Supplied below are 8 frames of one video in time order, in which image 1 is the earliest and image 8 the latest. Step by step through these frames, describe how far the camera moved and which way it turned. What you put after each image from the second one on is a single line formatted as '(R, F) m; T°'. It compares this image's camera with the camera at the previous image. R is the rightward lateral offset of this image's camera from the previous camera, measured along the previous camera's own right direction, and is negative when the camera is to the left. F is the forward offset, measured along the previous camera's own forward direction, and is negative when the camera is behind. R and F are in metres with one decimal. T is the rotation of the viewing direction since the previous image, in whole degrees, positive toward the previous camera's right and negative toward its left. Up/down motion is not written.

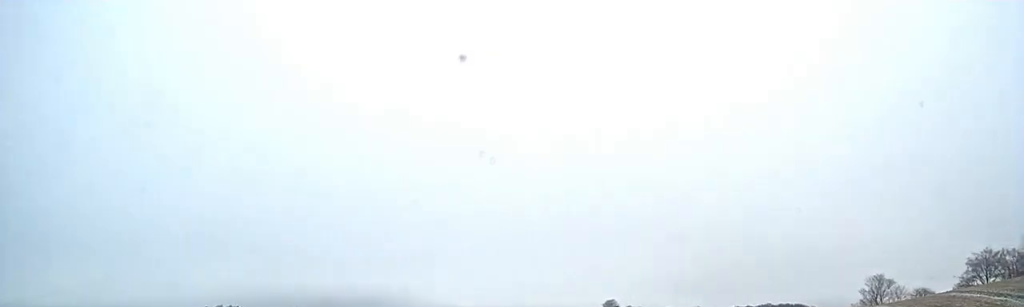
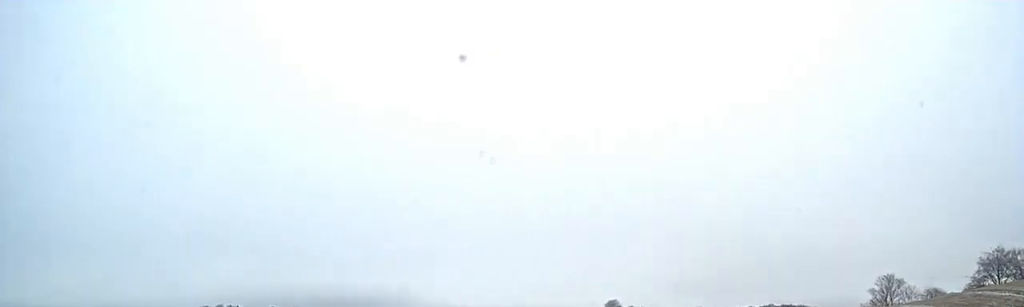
(0.0, +4.0) m; 0°
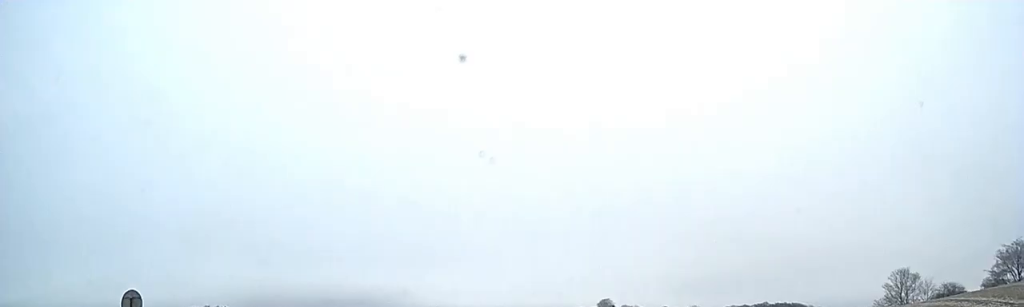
(+0.1, +9.4) m; +1°
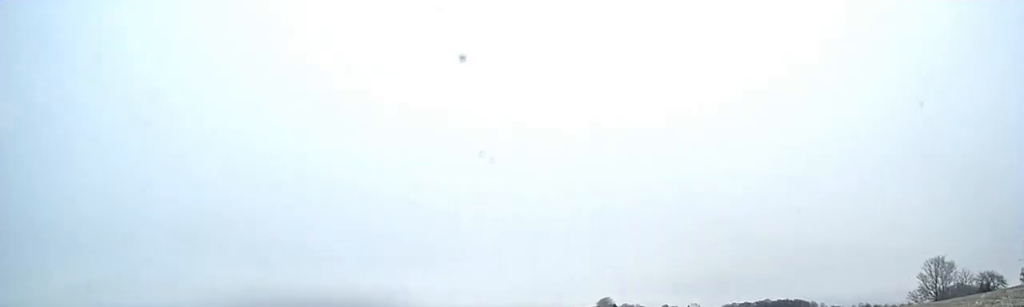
(+0.1, +12.5) m; 0°
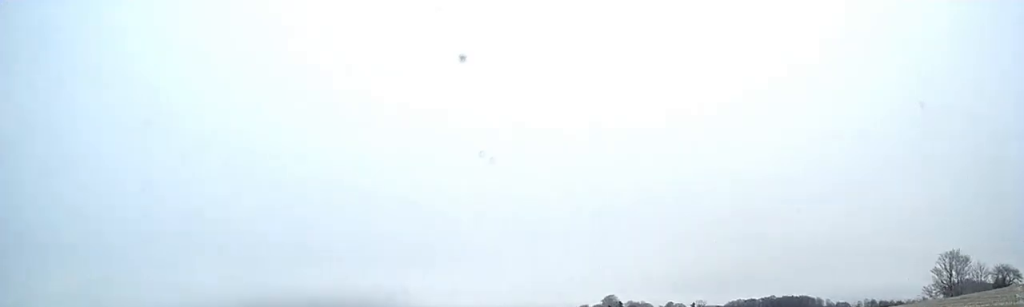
(0.0, +3.4) m; 0°
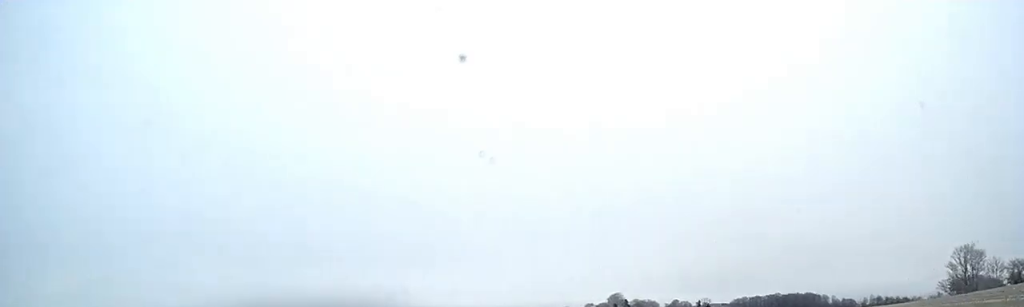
(0.0, +3.4) m; 0°
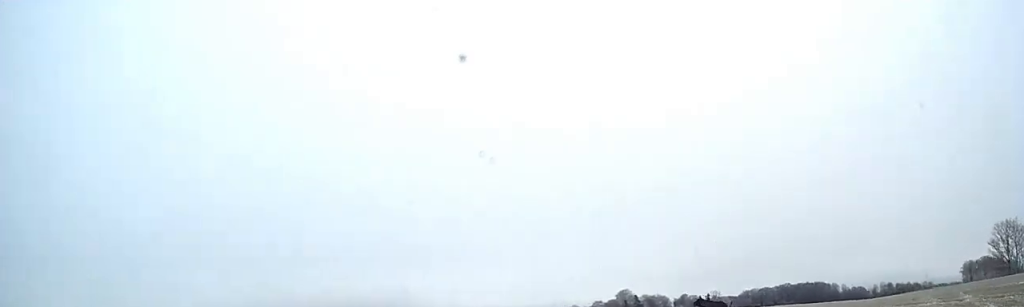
(+0.1, +13.3) m; +2°
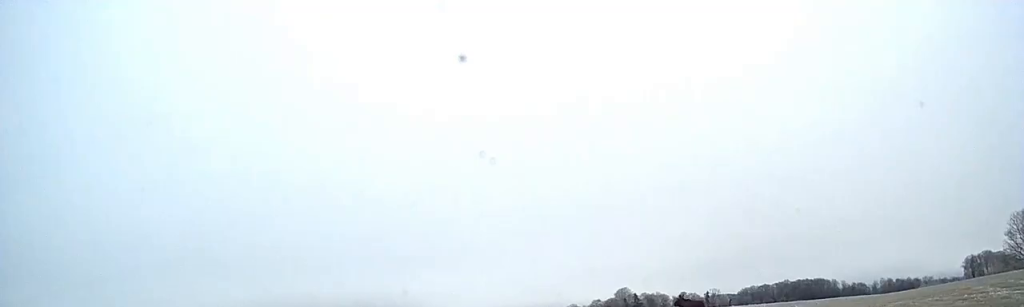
(+0.2, +7.5) m; +4°
